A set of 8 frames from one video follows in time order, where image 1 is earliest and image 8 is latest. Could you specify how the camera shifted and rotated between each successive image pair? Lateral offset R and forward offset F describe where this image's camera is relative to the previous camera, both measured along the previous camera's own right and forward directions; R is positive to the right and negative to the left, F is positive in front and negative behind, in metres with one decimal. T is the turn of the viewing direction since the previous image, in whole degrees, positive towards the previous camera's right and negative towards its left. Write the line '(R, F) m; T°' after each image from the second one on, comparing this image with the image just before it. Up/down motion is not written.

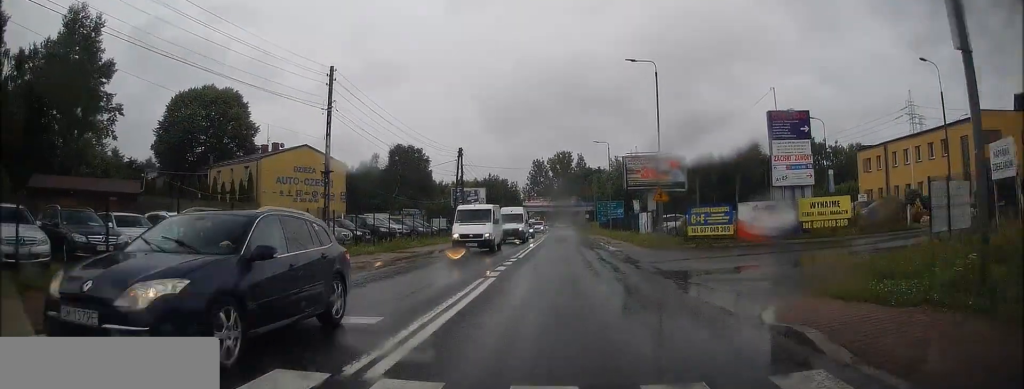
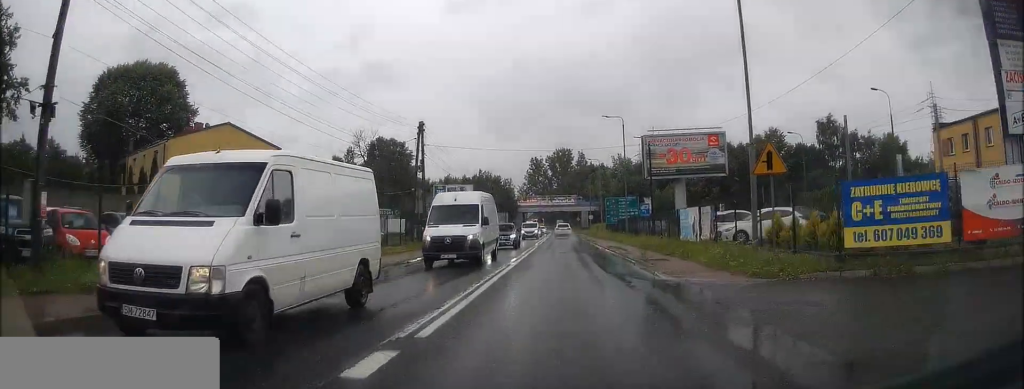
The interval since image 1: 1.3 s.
(-0.1, +16.0) m; 0°
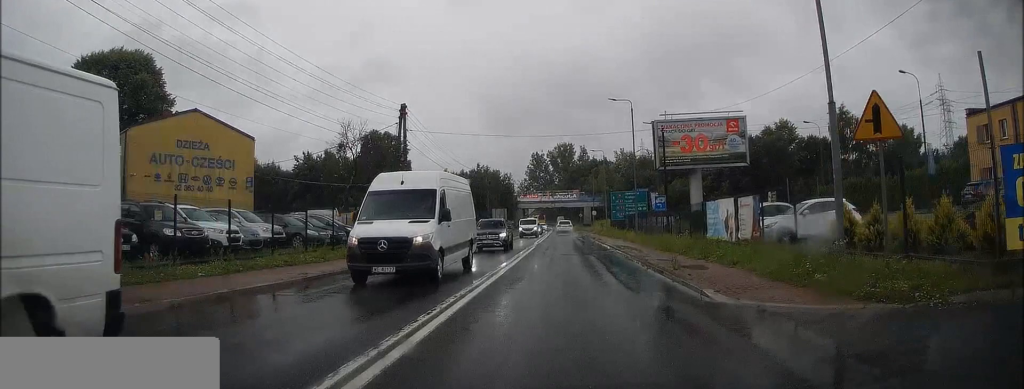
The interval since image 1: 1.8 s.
(0.0, +5.2) m; 0°
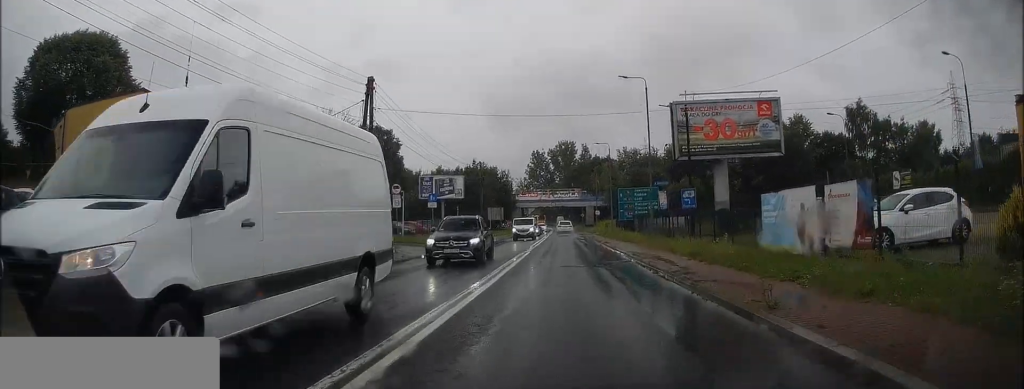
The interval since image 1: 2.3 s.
(0.0, +6.4) m; 0°
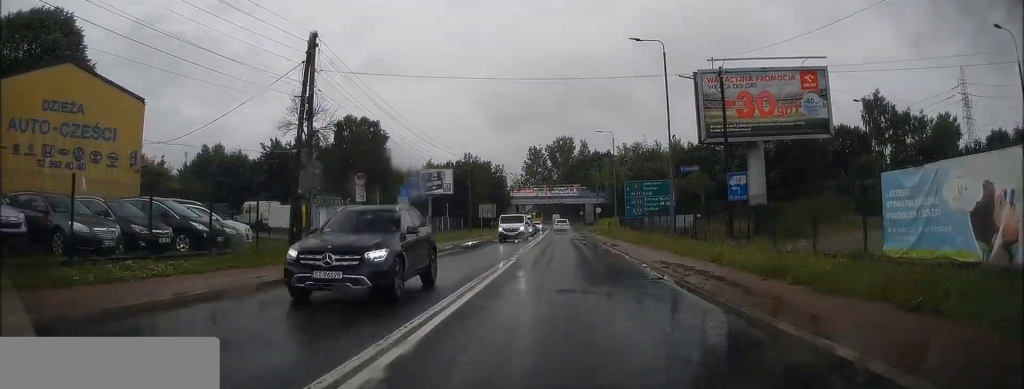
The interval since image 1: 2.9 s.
(0.0, +7.2) m; 0°
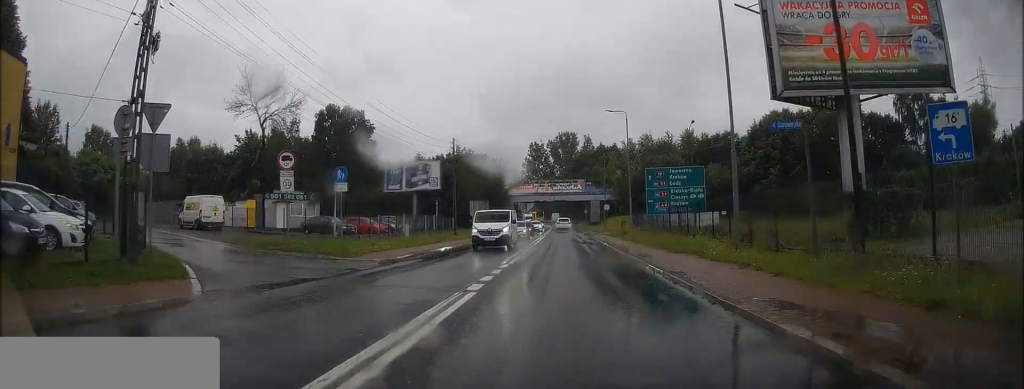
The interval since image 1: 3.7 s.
(0.0, +10.0) m; 0°
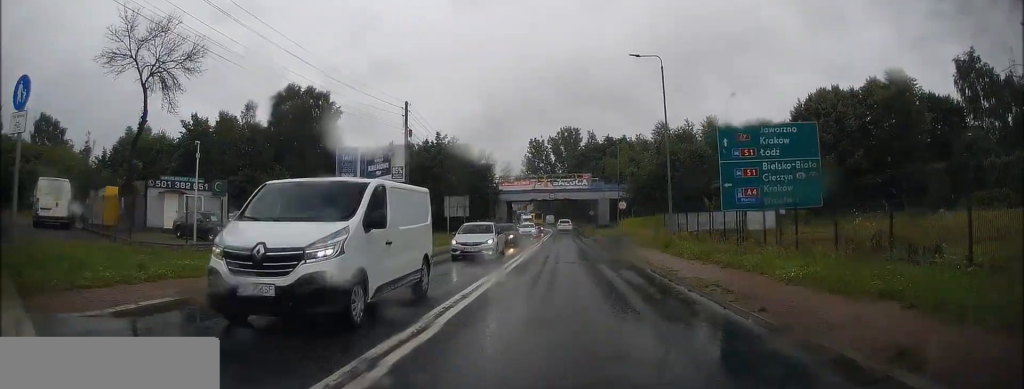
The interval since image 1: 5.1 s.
(0.0, +16.3) m; 0°
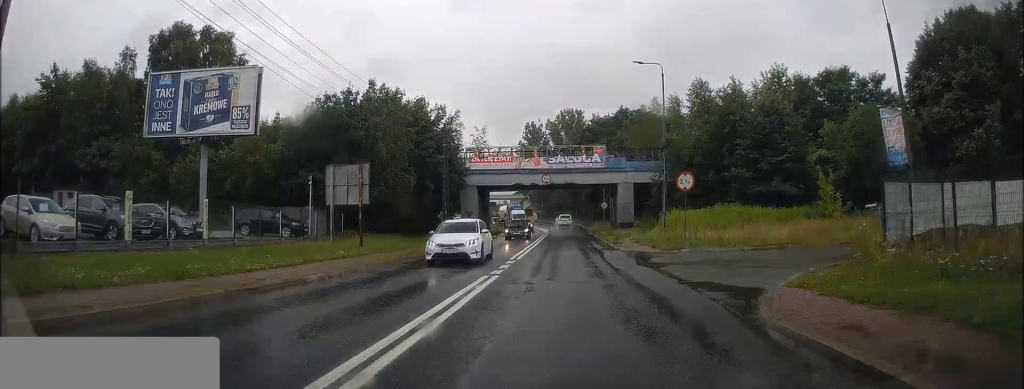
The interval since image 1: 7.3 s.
(0.0, +27.9) m; 0°
